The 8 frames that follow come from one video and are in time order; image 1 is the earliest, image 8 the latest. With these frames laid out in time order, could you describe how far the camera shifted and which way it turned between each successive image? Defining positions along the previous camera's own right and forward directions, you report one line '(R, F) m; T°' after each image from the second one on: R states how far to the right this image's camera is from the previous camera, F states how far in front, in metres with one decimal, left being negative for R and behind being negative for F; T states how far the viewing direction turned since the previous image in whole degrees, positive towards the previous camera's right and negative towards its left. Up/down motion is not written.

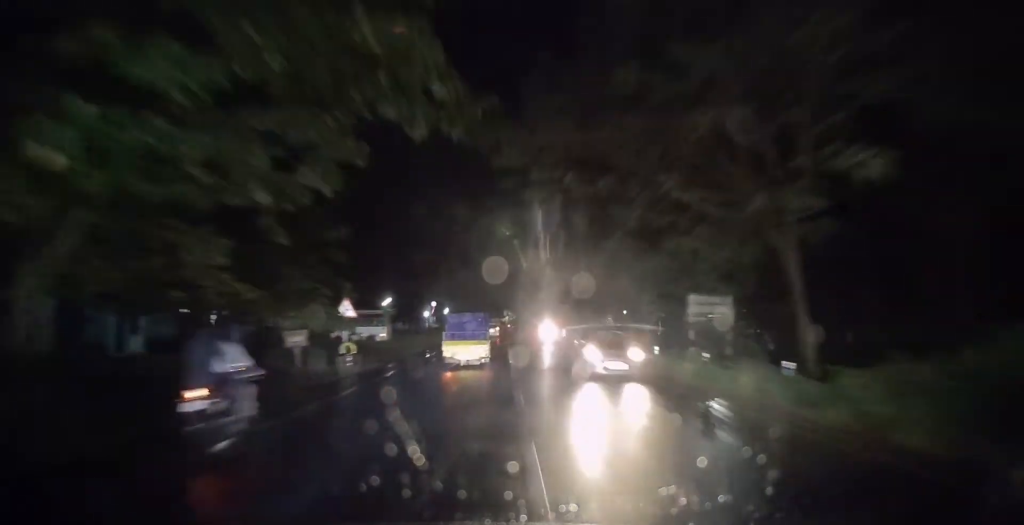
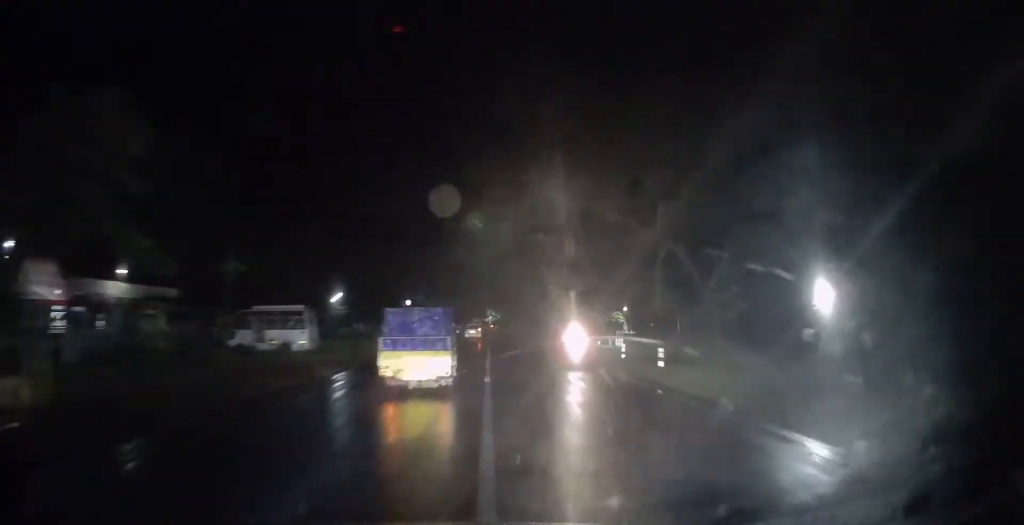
(+0.1, +16.7) m; +1°
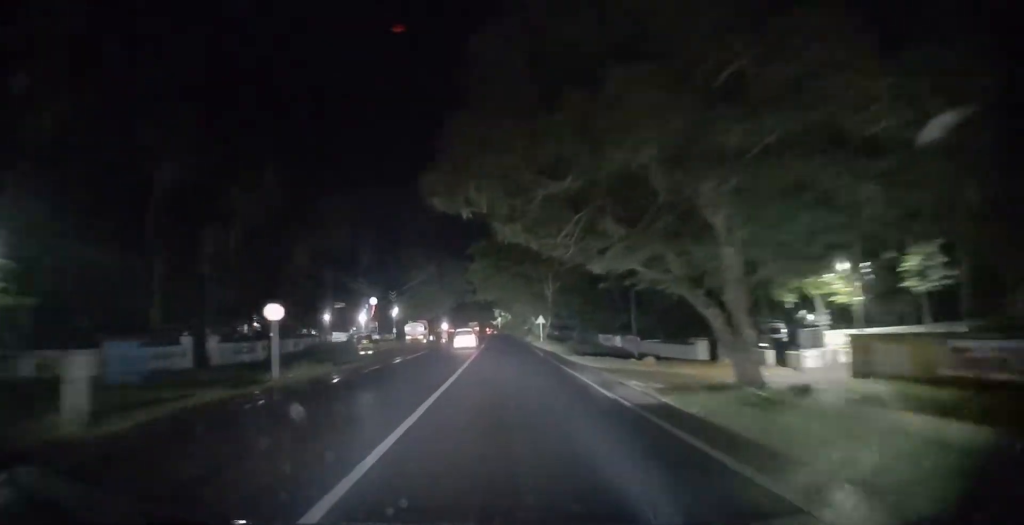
(0.0, +46.0) m; -1°
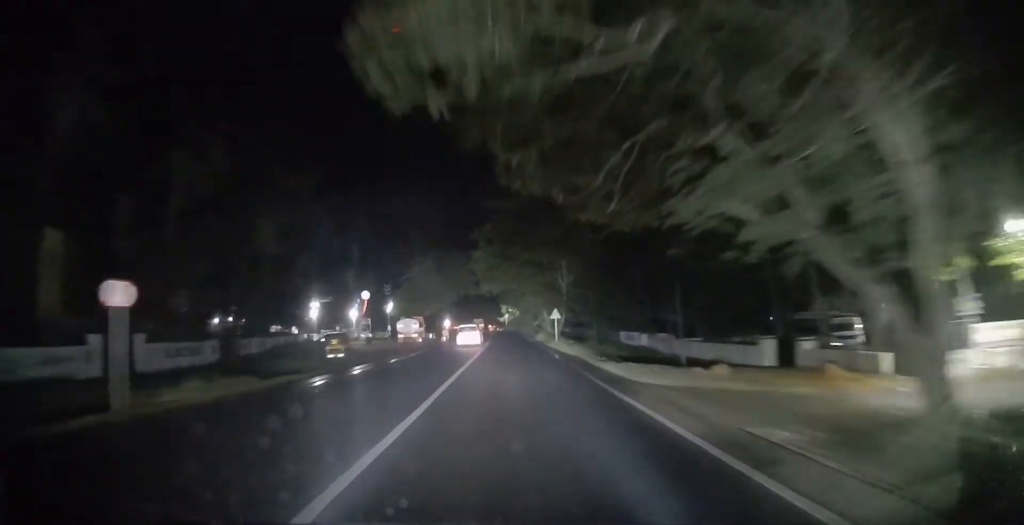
(0.0, +10.0) m; -1°
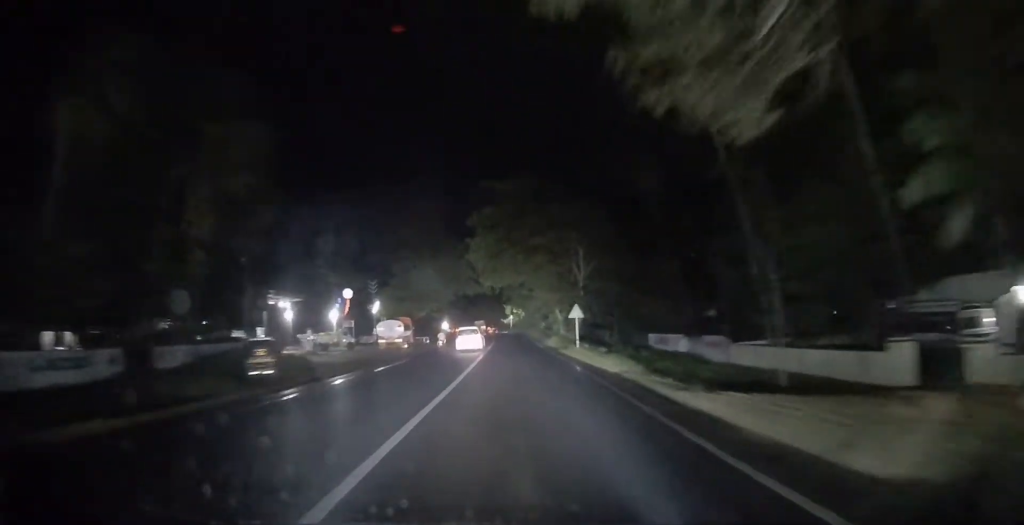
(+0.2, +11.7) m; -1°
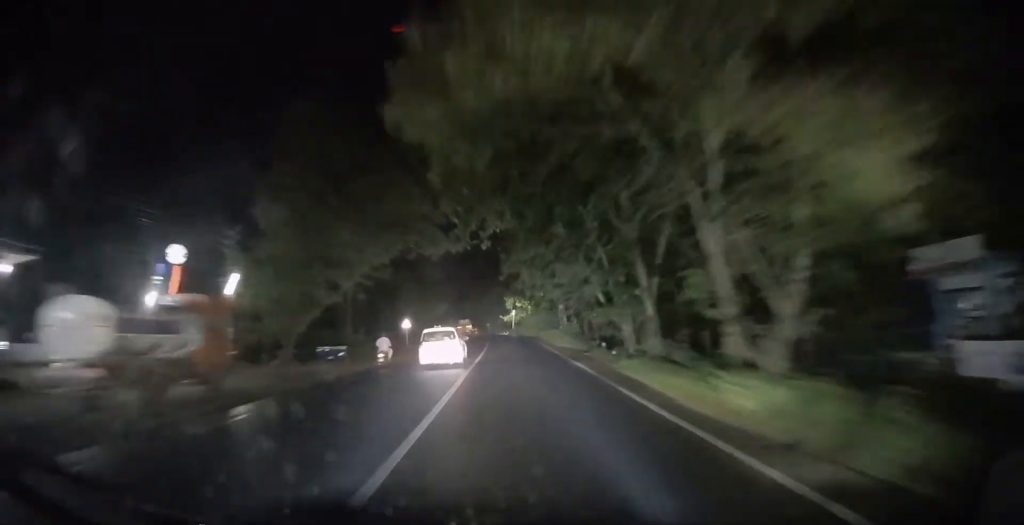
(-1.0, +40.2) m; -2°
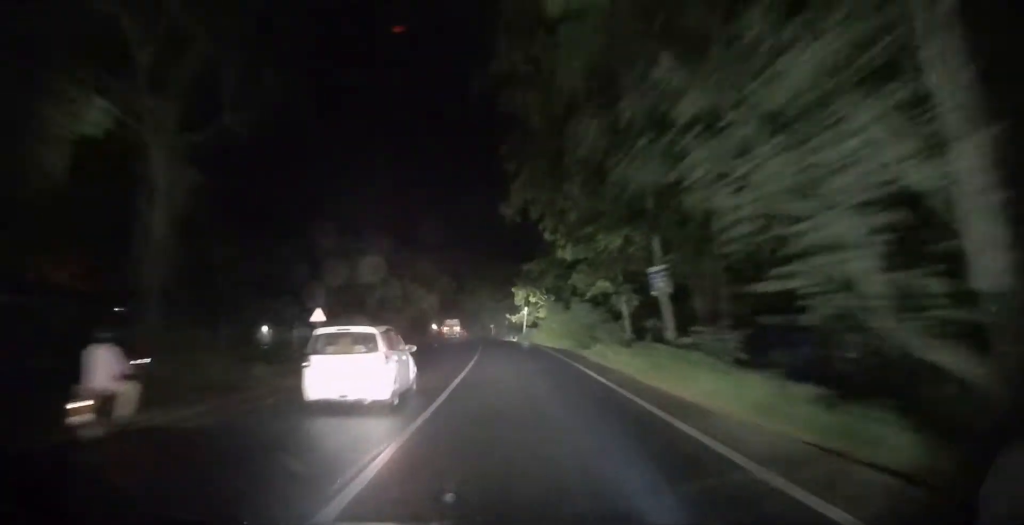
(-0.1, +31.4) m; -1°
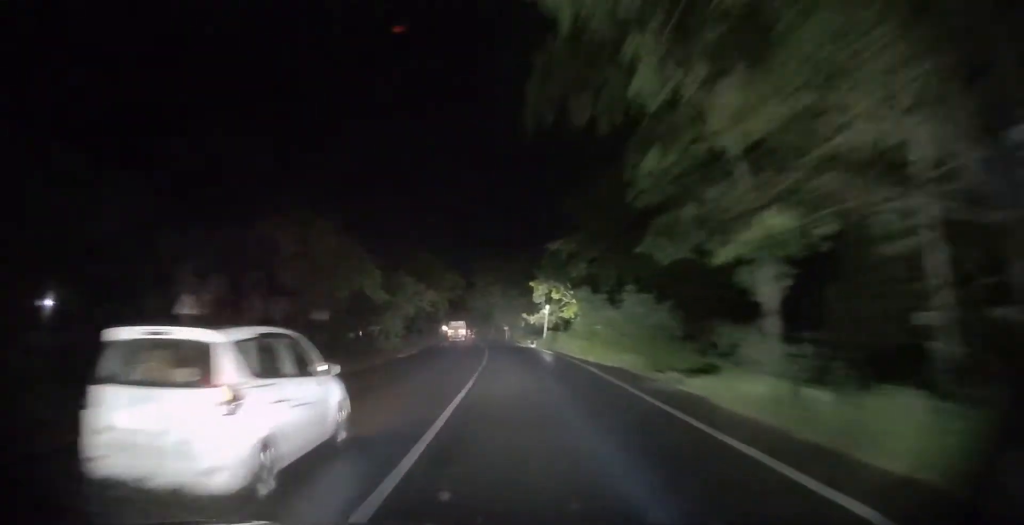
(0.0, +15.1) m; -1°
